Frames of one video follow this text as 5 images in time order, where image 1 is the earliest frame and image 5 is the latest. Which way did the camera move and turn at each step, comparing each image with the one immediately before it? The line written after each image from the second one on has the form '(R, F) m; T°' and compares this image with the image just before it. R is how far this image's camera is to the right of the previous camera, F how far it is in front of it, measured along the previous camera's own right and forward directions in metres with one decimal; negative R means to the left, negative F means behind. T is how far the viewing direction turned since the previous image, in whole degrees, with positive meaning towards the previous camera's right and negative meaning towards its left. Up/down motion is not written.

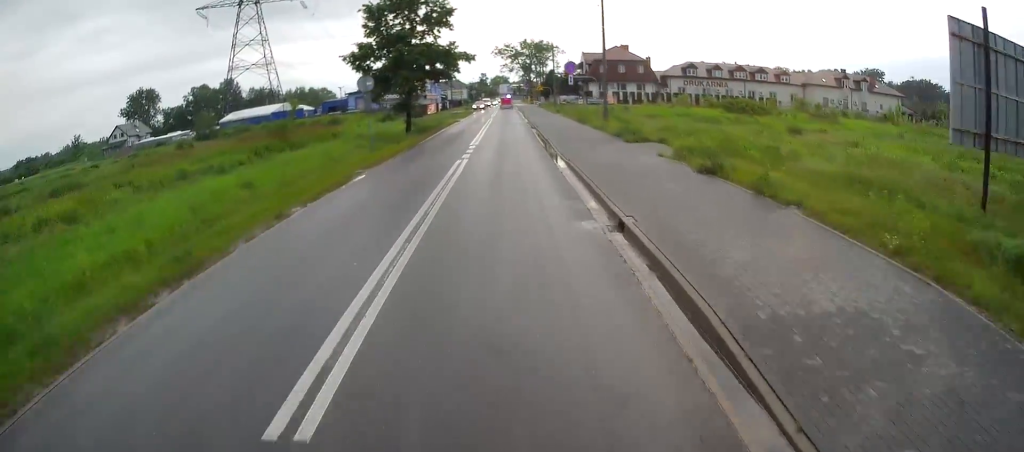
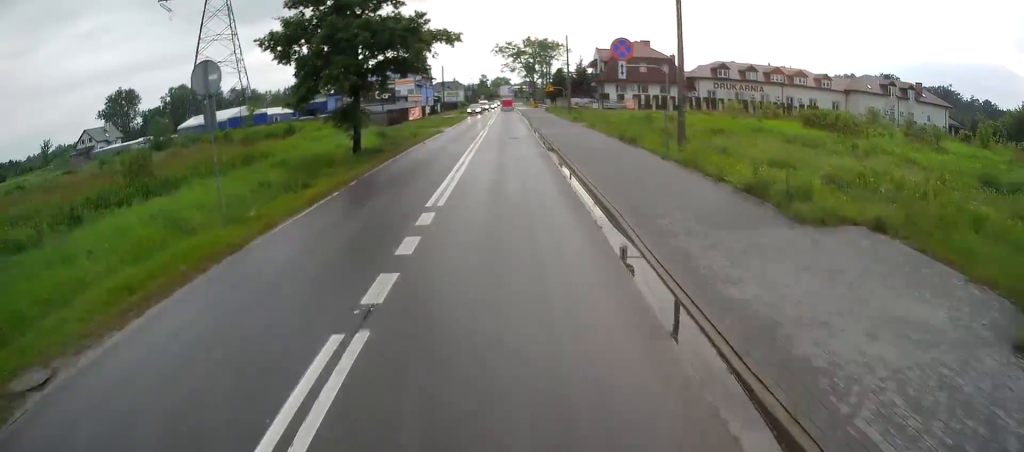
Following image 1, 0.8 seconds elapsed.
(+0.5, +15.4) m; +1°
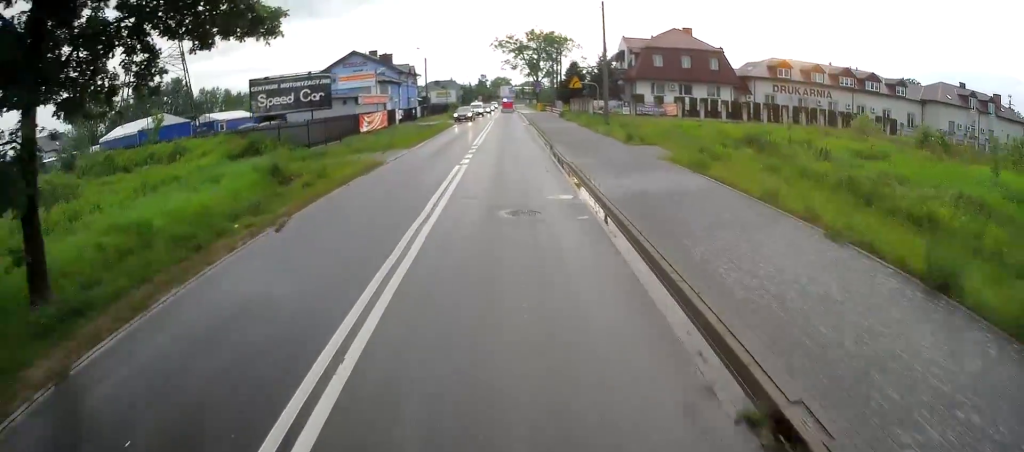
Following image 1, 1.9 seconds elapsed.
(-0.1, +21.1) m; -1°
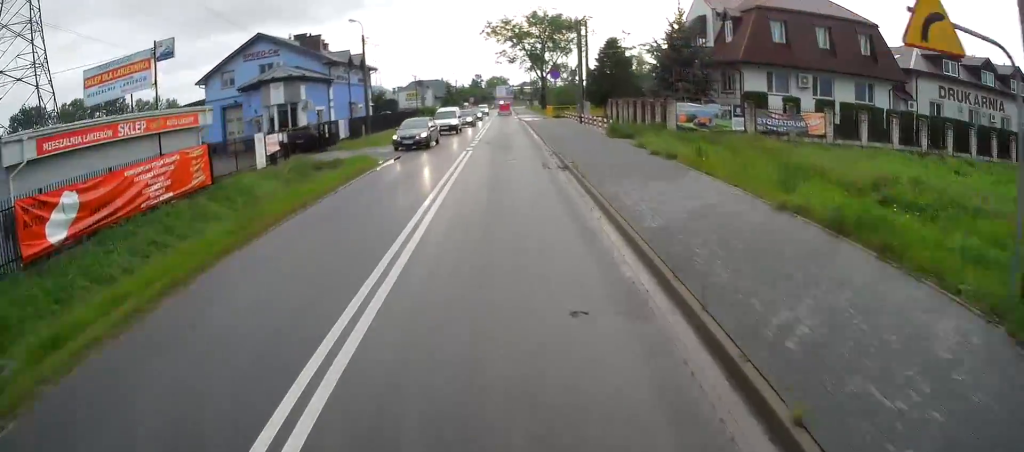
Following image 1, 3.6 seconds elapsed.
(-0.1, +31.6) m; 0°
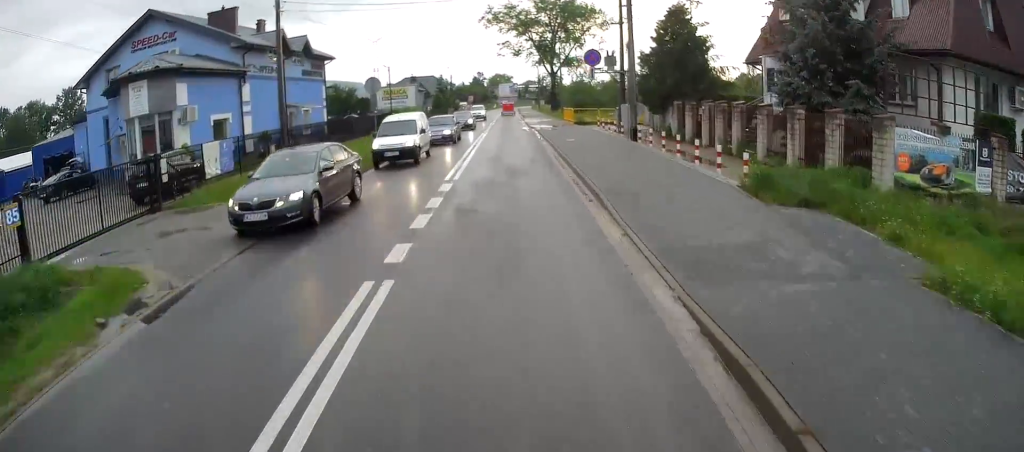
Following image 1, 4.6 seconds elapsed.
(0.0, +18.4) m; 0°
